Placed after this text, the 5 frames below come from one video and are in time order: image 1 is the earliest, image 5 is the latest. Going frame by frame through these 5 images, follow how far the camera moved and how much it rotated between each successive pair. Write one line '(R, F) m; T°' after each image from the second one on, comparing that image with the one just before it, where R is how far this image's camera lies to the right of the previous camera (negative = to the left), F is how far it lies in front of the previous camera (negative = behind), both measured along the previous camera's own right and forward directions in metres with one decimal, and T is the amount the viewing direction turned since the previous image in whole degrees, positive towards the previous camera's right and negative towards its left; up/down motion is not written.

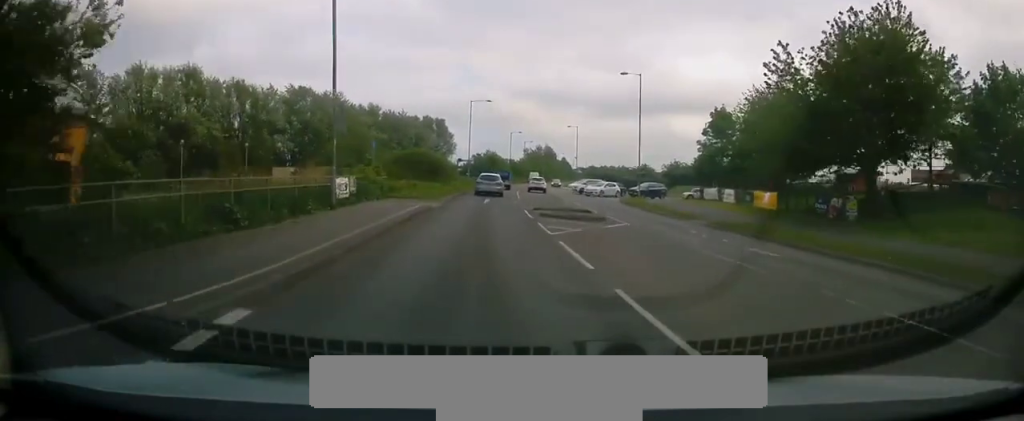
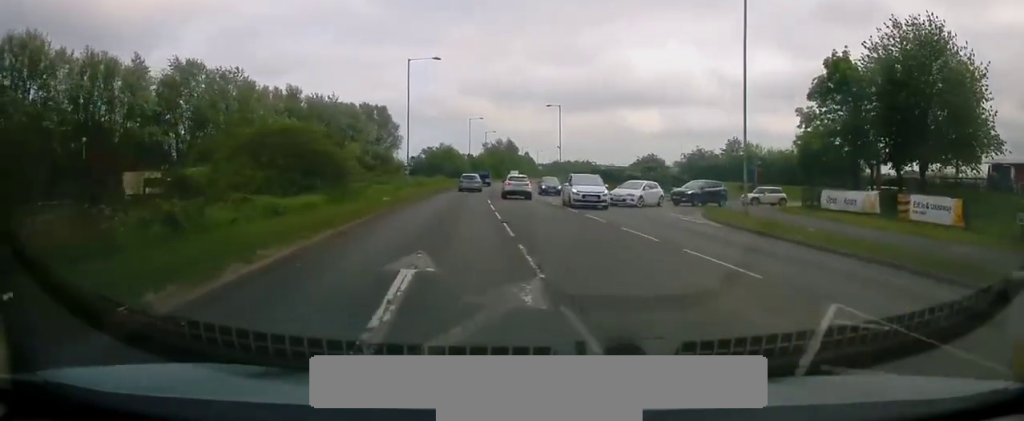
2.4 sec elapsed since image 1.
(+0.3, +25.9) m; +3°
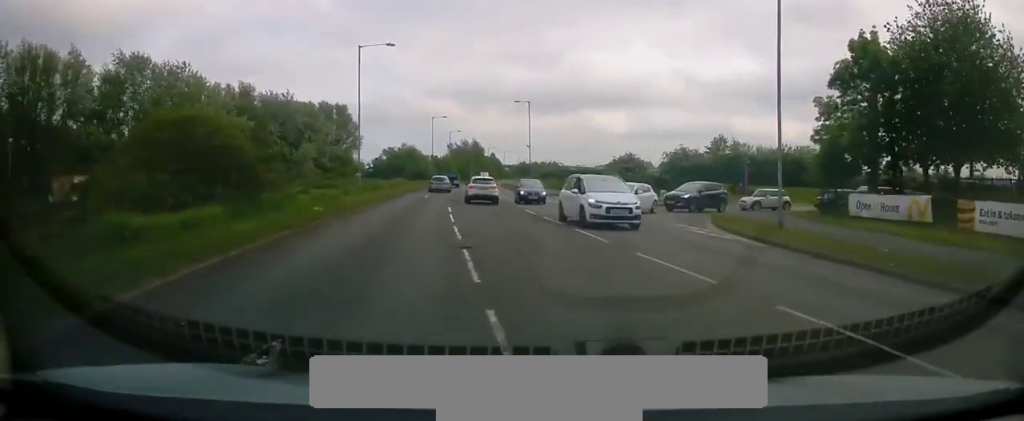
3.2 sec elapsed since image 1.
(+0.1, +6.5) m; +2°
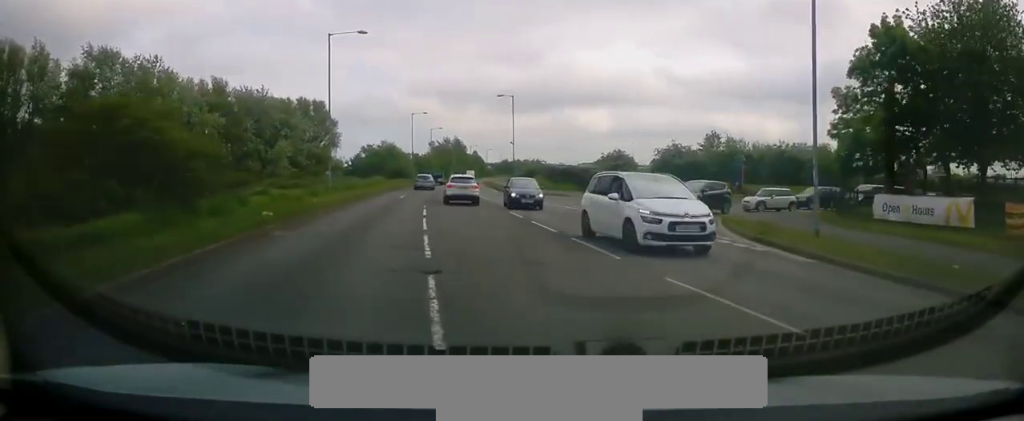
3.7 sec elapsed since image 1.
(0.0, +3.8) m; +2°
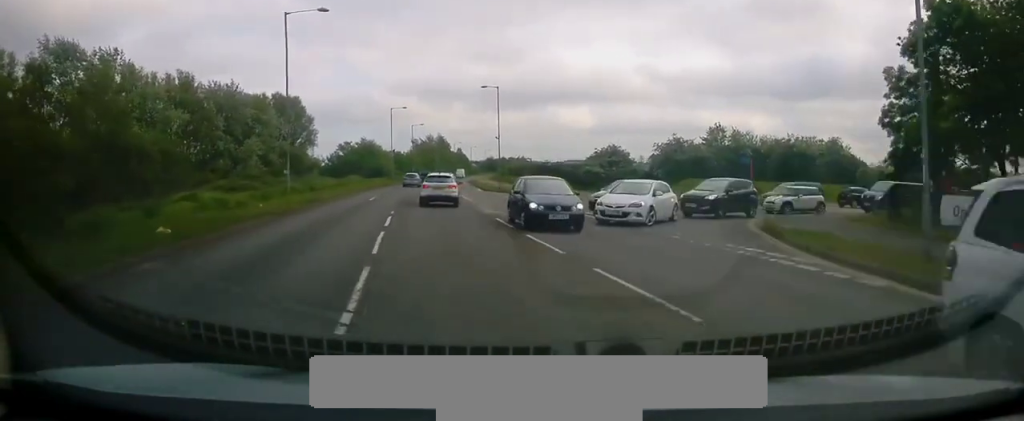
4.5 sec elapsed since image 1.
(+0.2, +5.5) m; +3°
